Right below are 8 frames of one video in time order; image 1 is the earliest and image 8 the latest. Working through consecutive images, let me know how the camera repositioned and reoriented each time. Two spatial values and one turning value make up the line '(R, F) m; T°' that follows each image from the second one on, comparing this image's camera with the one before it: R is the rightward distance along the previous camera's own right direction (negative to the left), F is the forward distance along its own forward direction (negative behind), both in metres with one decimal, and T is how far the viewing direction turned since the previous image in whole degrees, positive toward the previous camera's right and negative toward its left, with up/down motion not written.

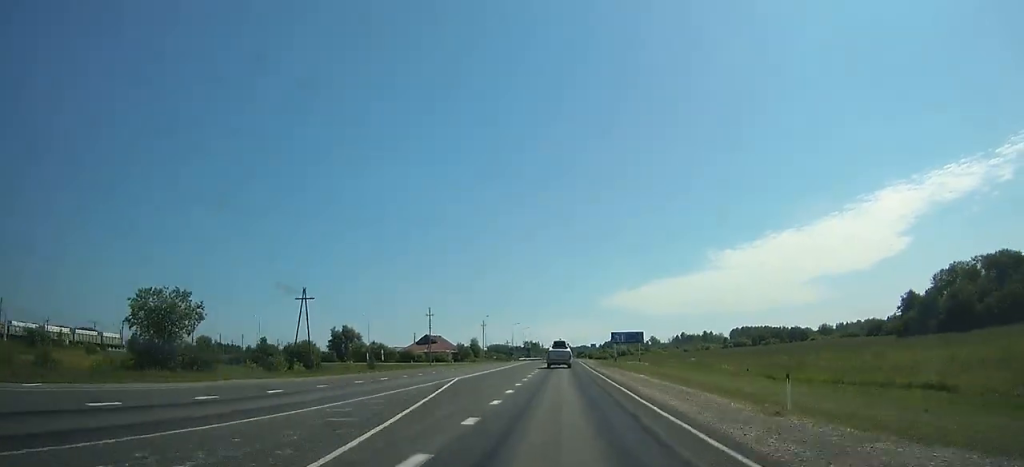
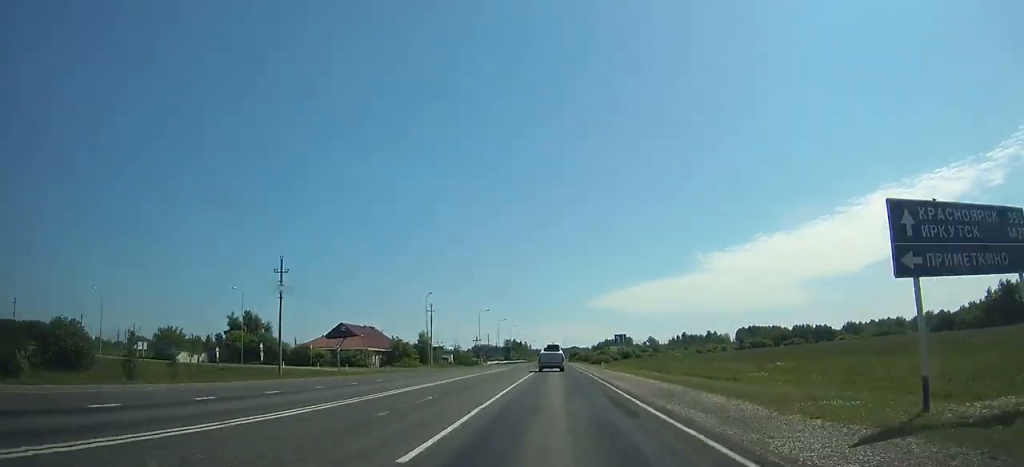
(+0.5, +57.1) m; +1°
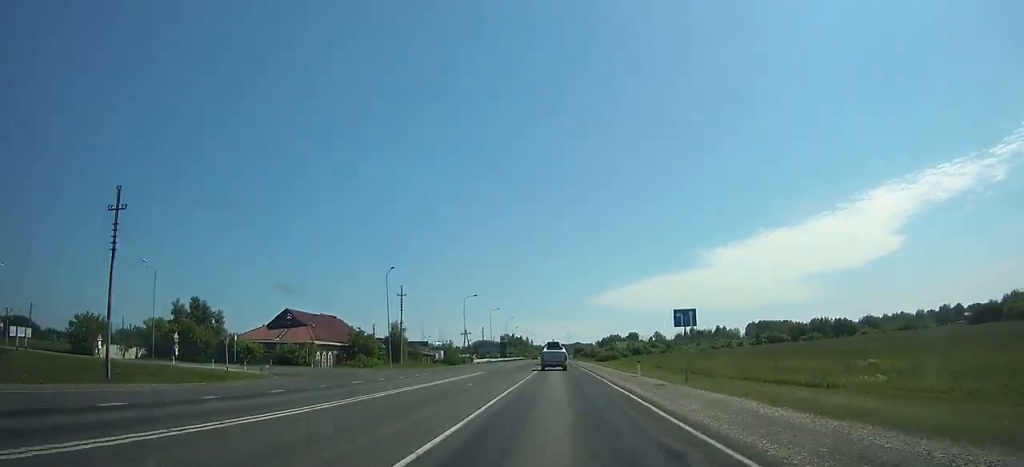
(+0.1, +23.1) m; 0°
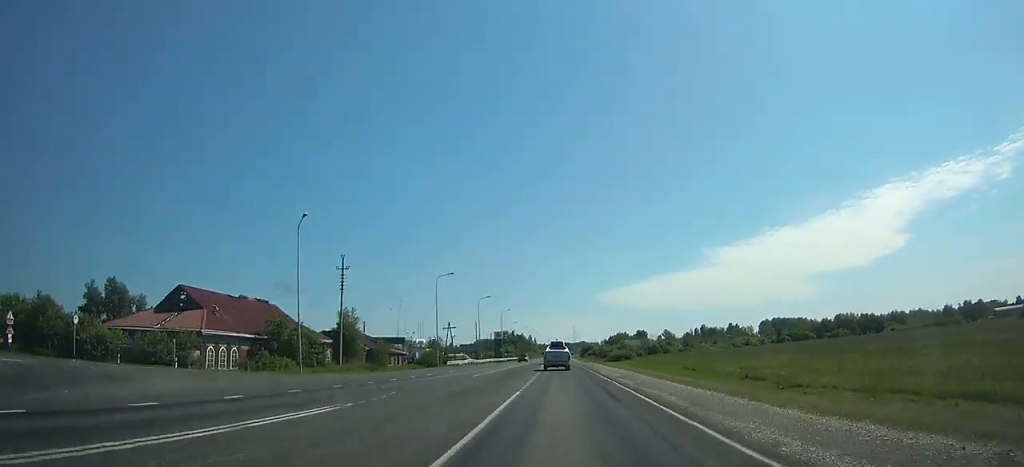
(0.0, +26.7) m; 0°
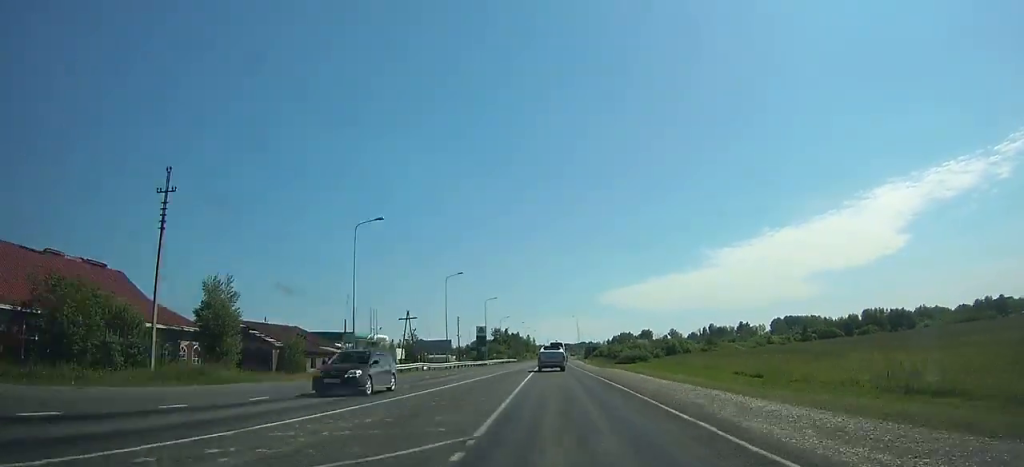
(-0.2, +30.3) m; 0°
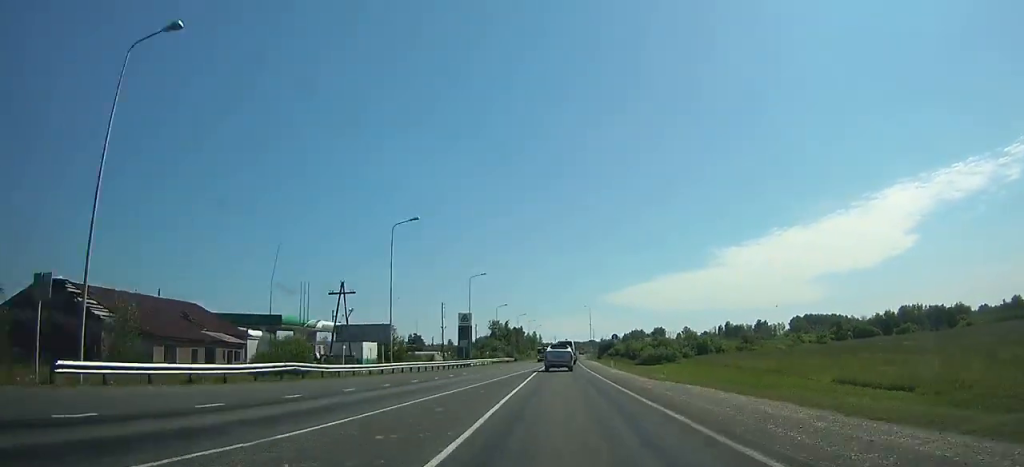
(-0.1, +26.9) m; 0°
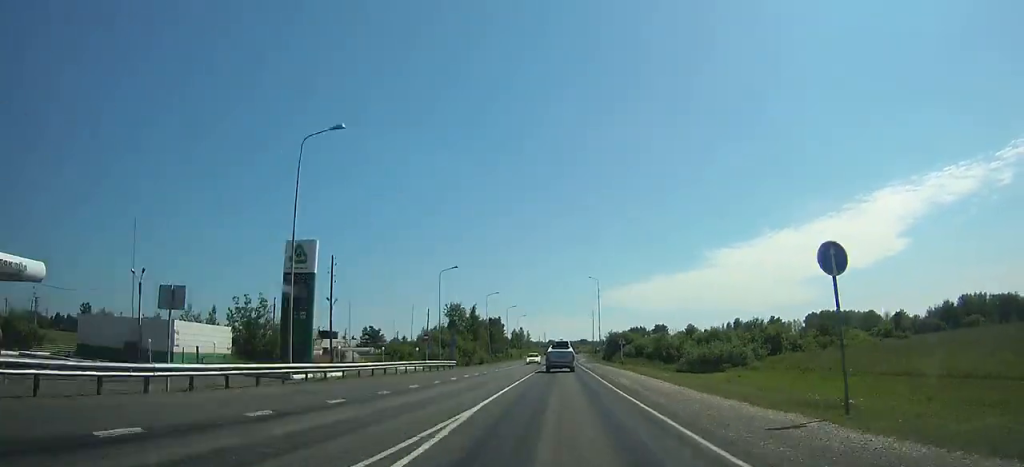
(0.0, +50.4) m; +1°
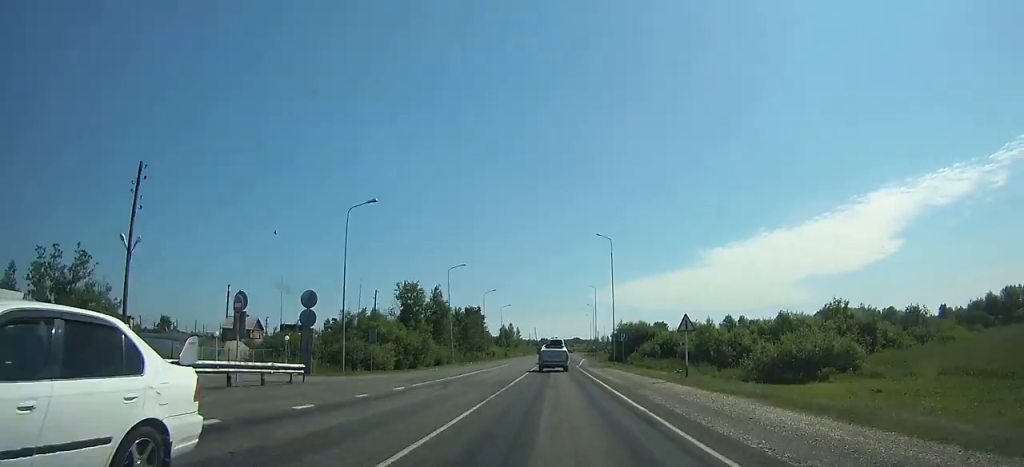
(+0.2, +29.2) m; 0°
